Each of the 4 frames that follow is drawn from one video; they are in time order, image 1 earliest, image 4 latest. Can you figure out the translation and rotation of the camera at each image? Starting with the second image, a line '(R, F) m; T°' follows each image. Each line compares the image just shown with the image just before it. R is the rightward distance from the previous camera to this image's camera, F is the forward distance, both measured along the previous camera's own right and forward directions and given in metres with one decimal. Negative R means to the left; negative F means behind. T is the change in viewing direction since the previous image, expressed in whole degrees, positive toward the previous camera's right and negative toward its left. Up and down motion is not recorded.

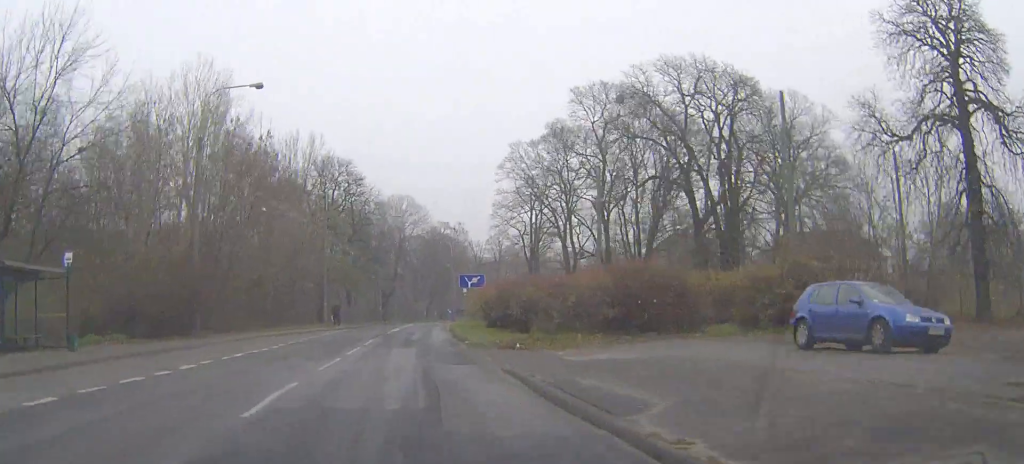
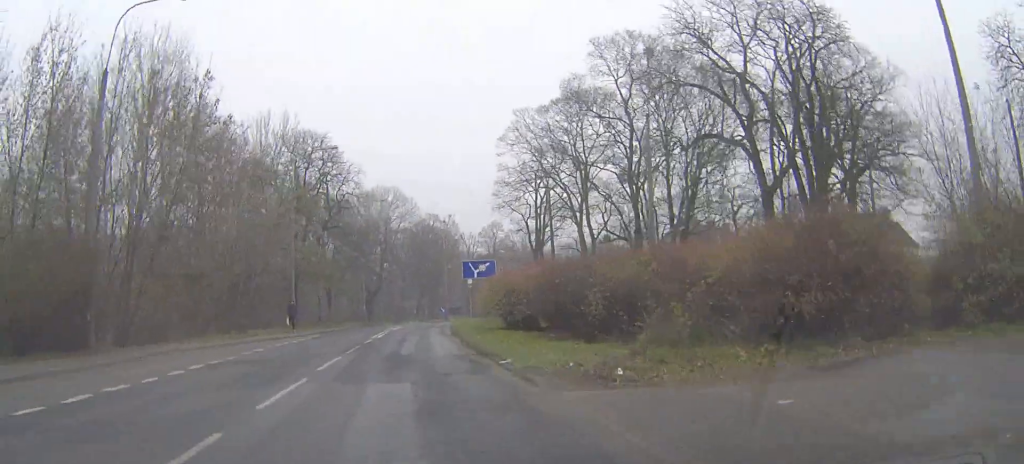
(+0.1, +11.8) m; +1°
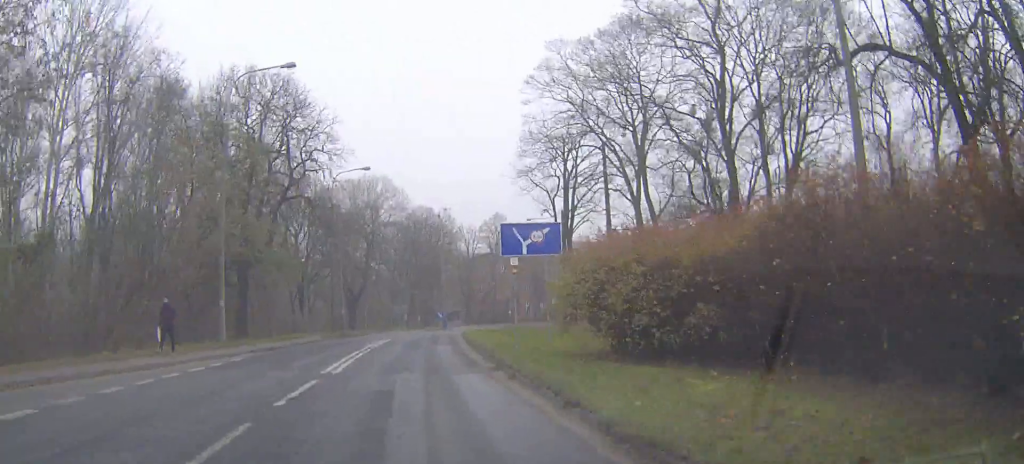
(+0.1, +17.5) m; +1°
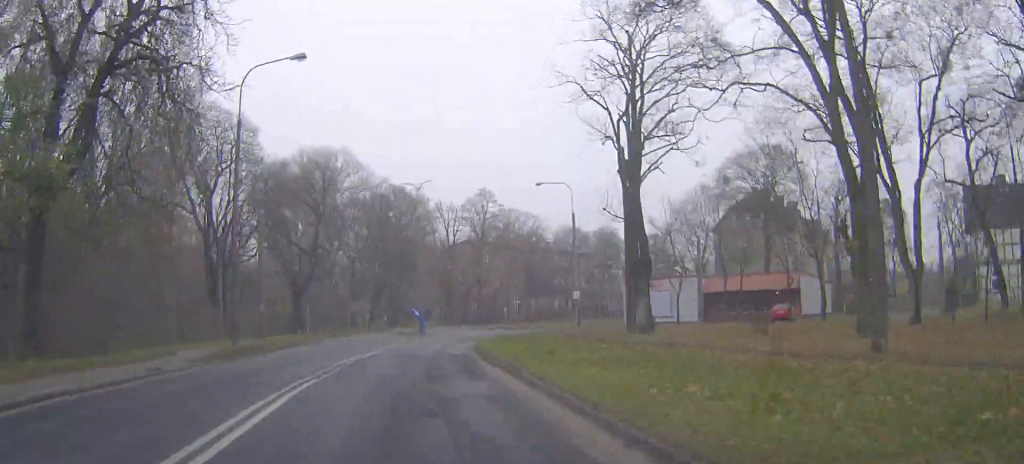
(+1.3, +24.7) m; +4°
